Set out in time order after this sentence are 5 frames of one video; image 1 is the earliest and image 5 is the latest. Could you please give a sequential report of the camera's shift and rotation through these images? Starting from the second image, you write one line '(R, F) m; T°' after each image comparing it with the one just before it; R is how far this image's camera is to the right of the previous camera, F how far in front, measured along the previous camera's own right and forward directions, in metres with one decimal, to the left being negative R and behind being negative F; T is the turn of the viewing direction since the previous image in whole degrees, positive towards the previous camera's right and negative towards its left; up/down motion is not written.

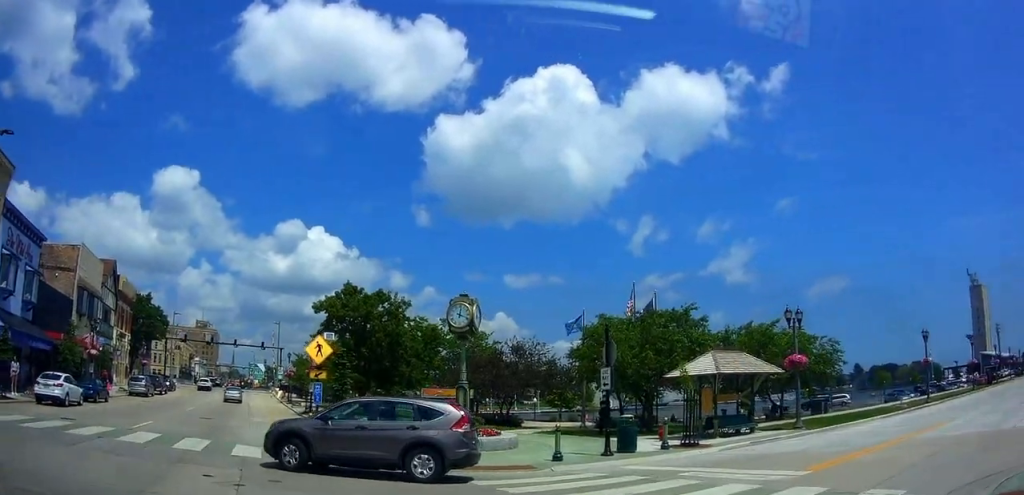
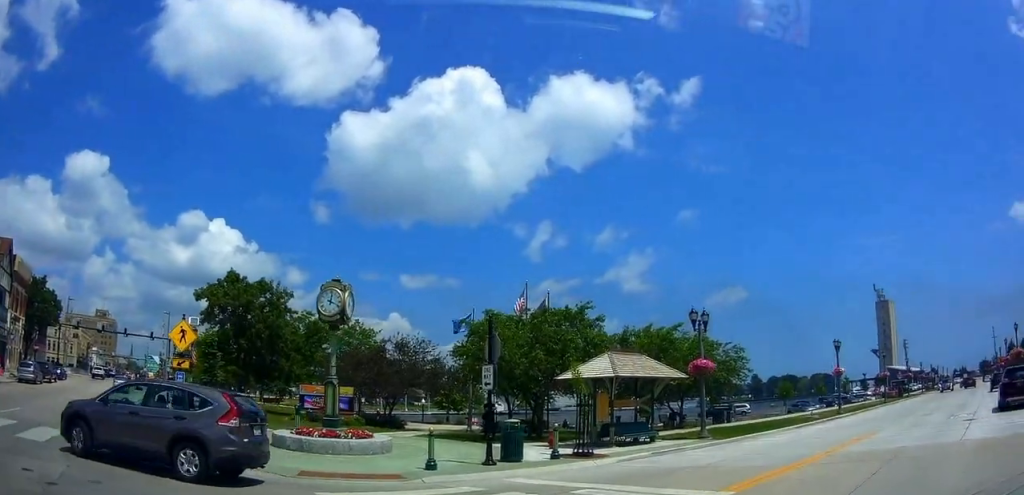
(+0.2, +1.7) m; +10°
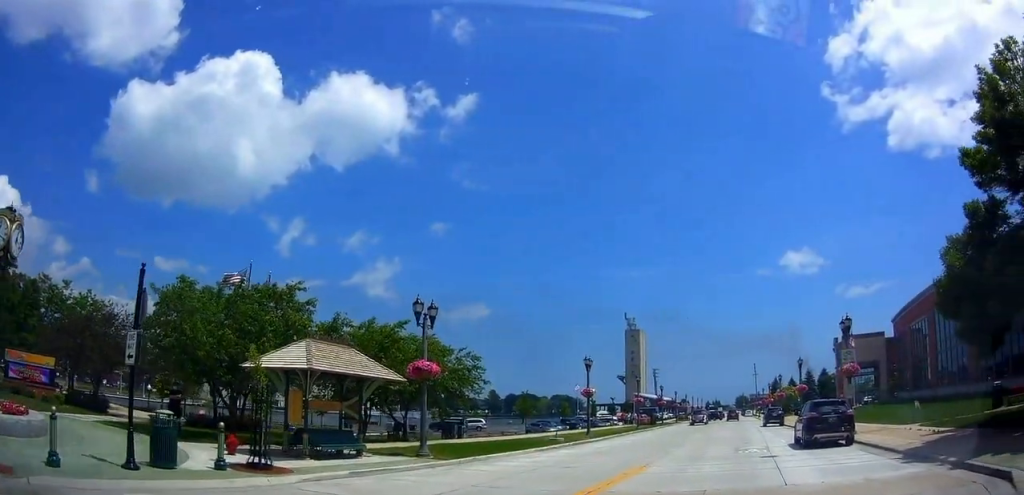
(+0.6, +3.4) m; +21°
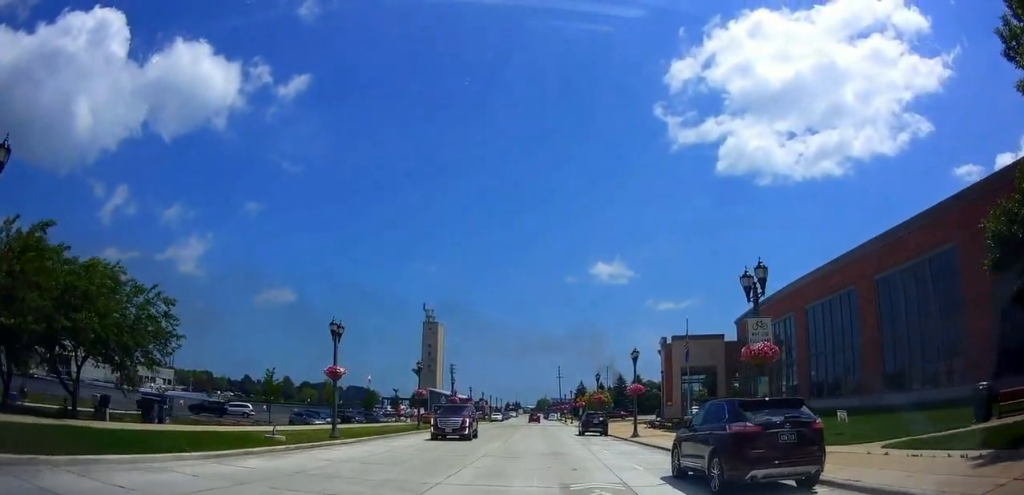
(+2.8, +9.0) m; +23°
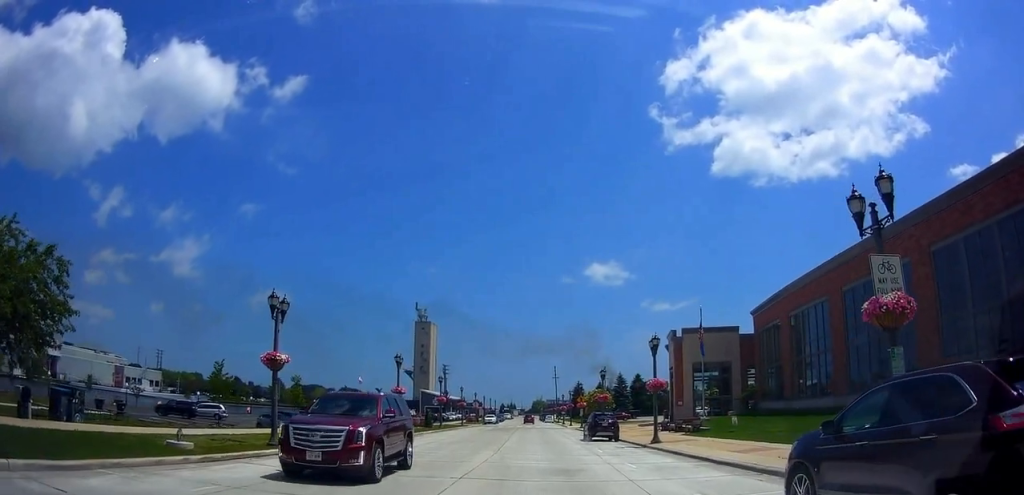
(0.0, +5.3) m; -1°
